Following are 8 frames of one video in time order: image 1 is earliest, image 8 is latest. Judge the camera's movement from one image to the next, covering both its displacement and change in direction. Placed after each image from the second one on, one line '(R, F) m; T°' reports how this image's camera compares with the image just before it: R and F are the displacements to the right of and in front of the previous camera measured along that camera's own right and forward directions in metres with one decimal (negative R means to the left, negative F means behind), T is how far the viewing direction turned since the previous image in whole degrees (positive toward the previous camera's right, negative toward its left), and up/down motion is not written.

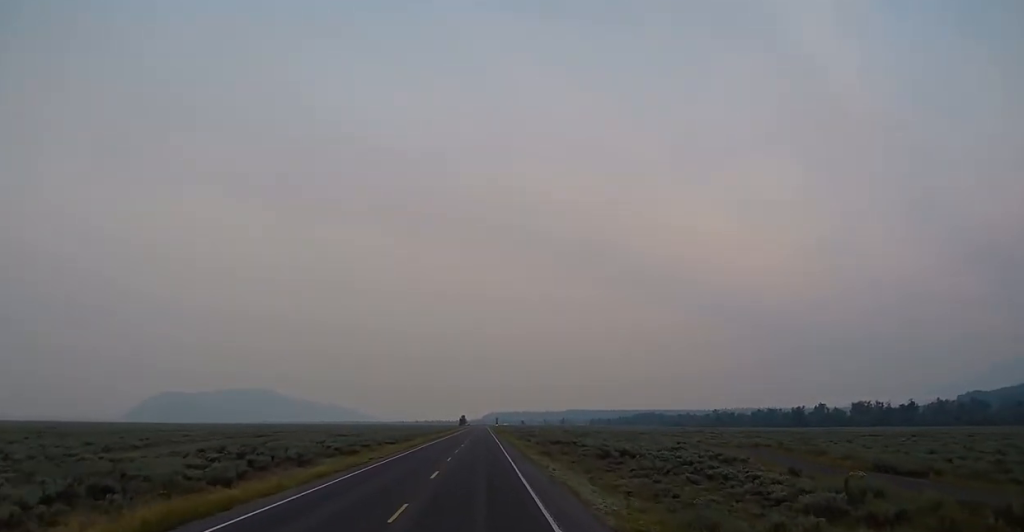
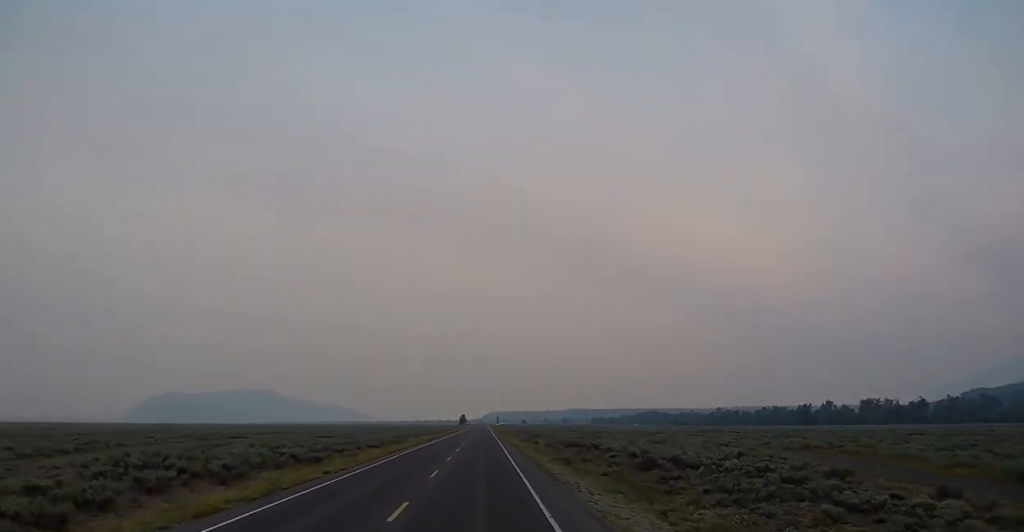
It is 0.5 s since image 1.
(0.0, +11.8) m; 0°
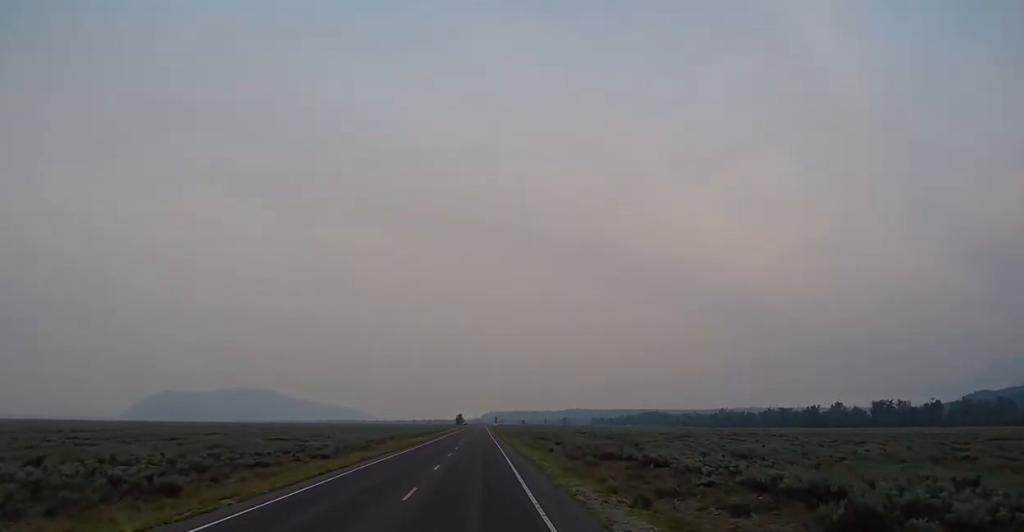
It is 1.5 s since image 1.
(0.0, +20.0) m; 0°
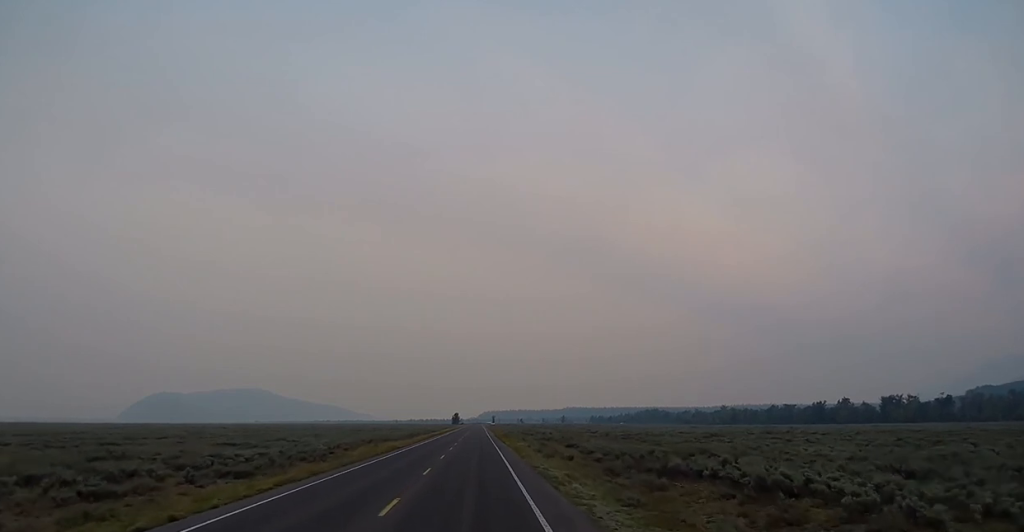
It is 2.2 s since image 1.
(0.0, +15.5) m; 0°
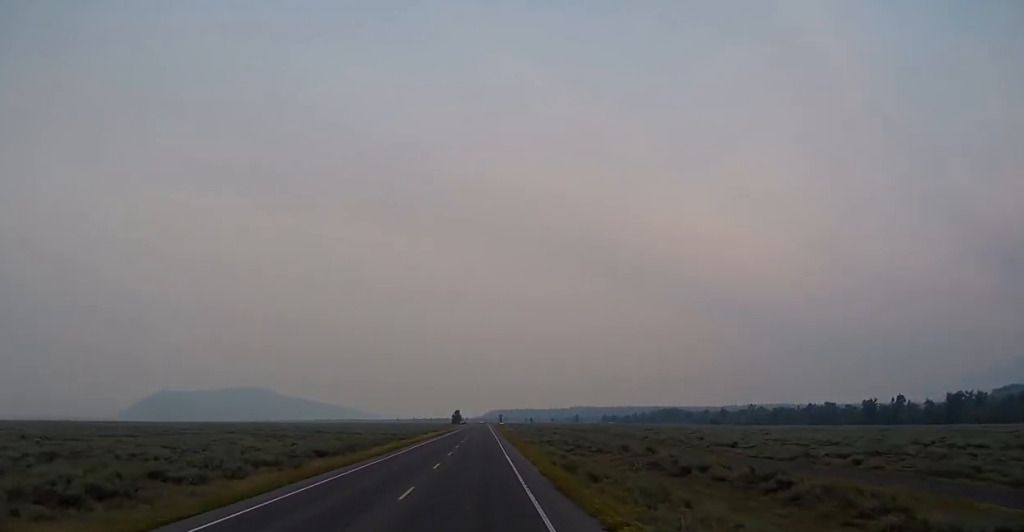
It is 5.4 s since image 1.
(+0.1, +70.4) m; 0°
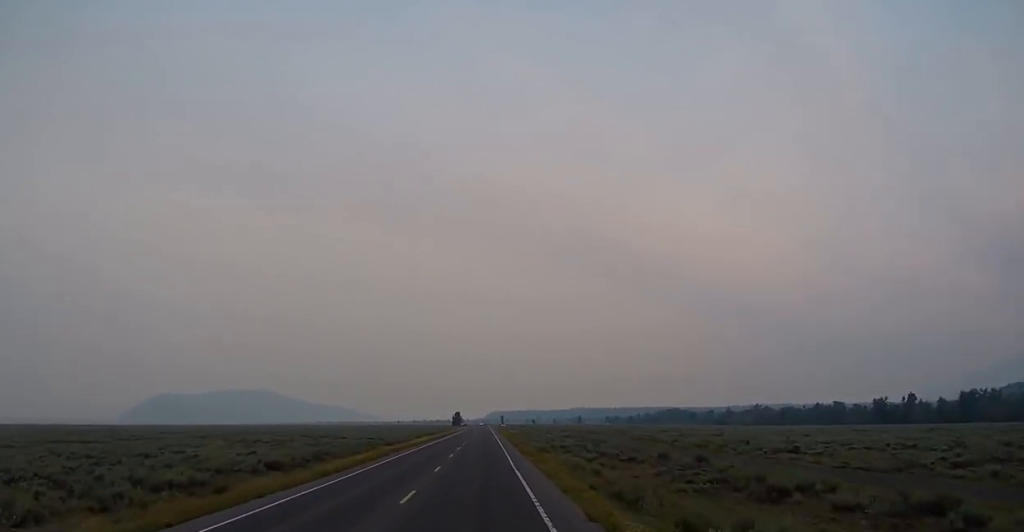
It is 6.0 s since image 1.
(0.0, +12.5) m; 0°
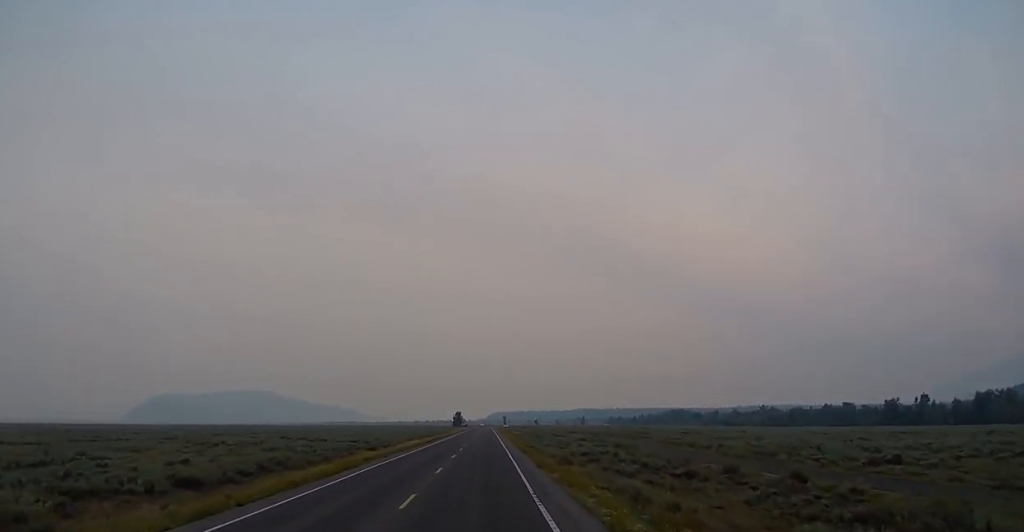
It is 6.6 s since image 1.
(0.0, +13.3) m; 0°
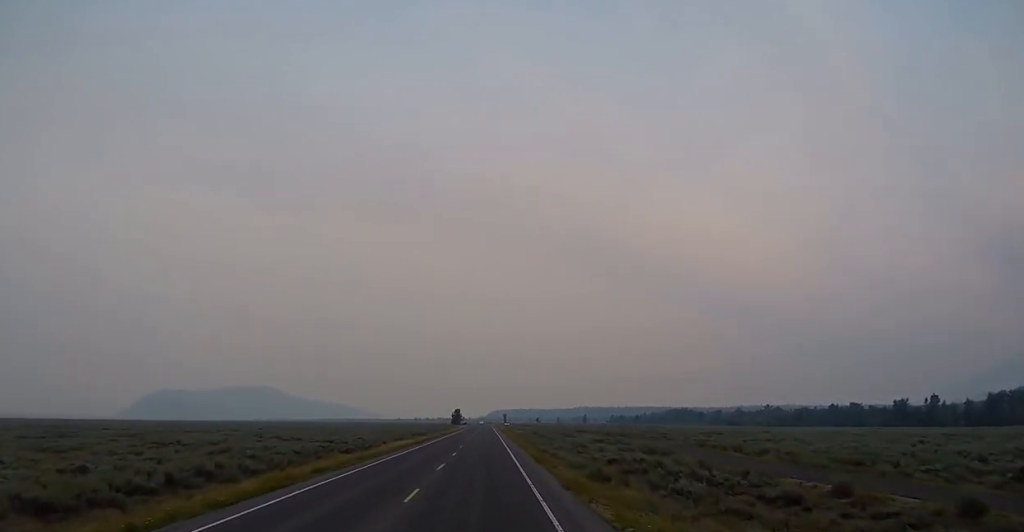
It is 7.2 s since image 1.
(0.0, +11.5) m; 0°
